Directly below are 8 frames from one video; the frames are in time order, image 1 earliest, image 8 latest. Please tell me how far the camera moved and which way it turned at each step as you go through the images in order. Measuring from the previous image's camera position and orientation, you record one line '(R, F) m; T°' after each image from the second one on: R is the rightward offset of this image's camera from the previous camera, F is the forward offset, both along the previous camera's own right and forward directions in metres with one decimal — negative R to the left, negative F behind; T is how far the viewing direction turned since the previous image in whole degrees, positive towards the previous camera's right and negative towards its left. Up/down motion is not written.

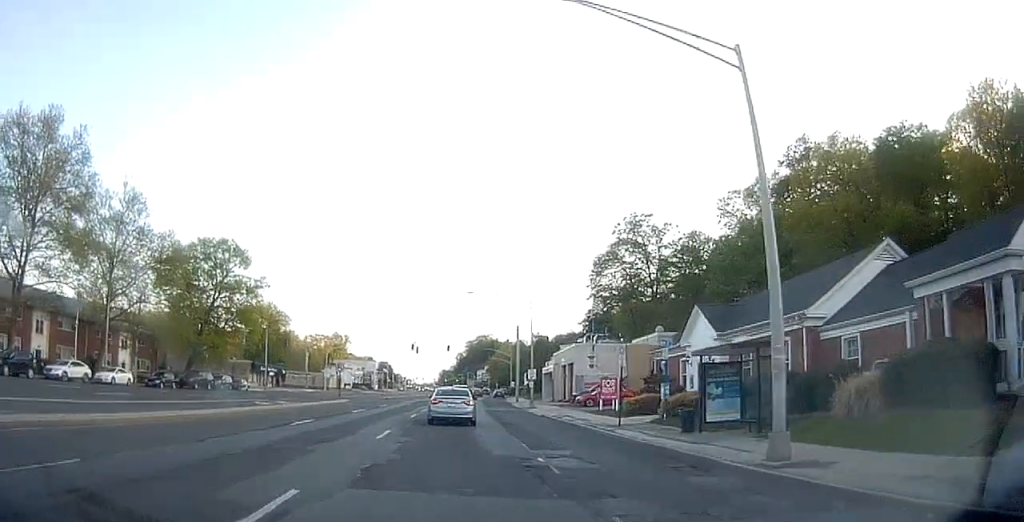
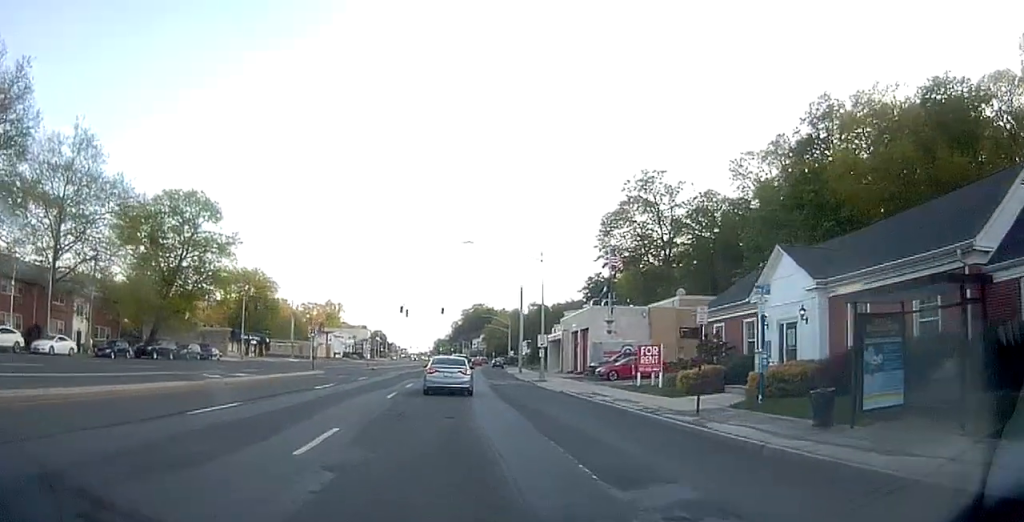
(+0.1, +8.1) m; 0°
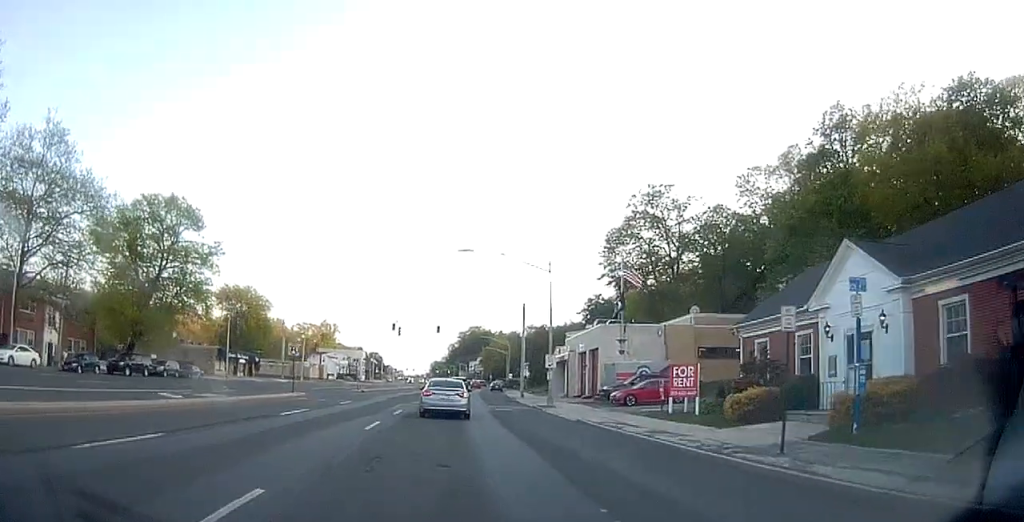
(0.0, +4.5) m; 0°
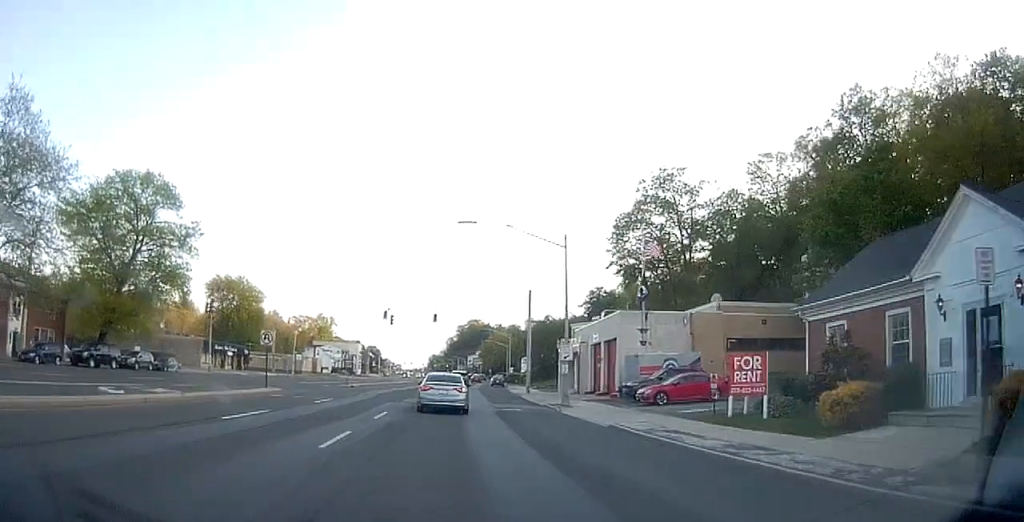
(0.0, +5.4) m; 0°
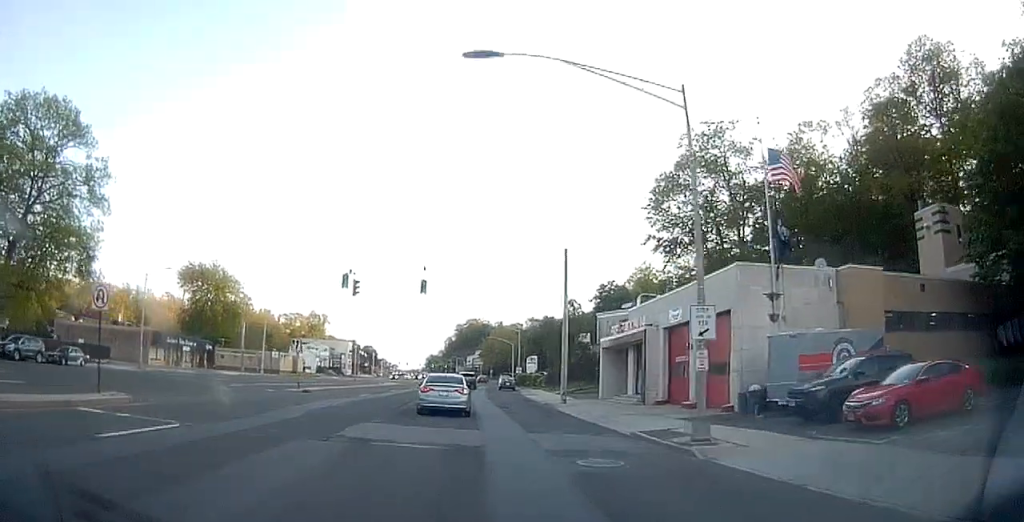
(0.0, +16.8) m; 0°
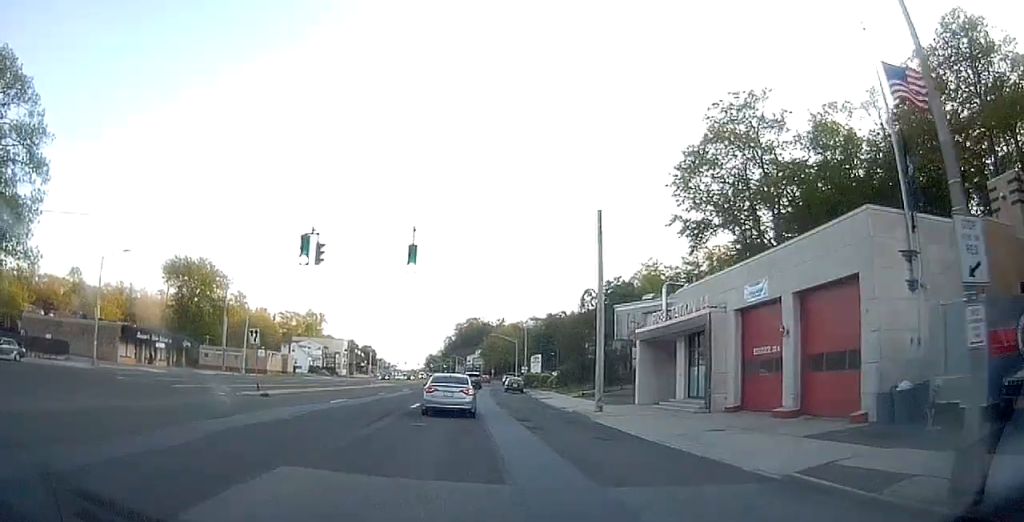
(0.0, +8.1) m; 0°
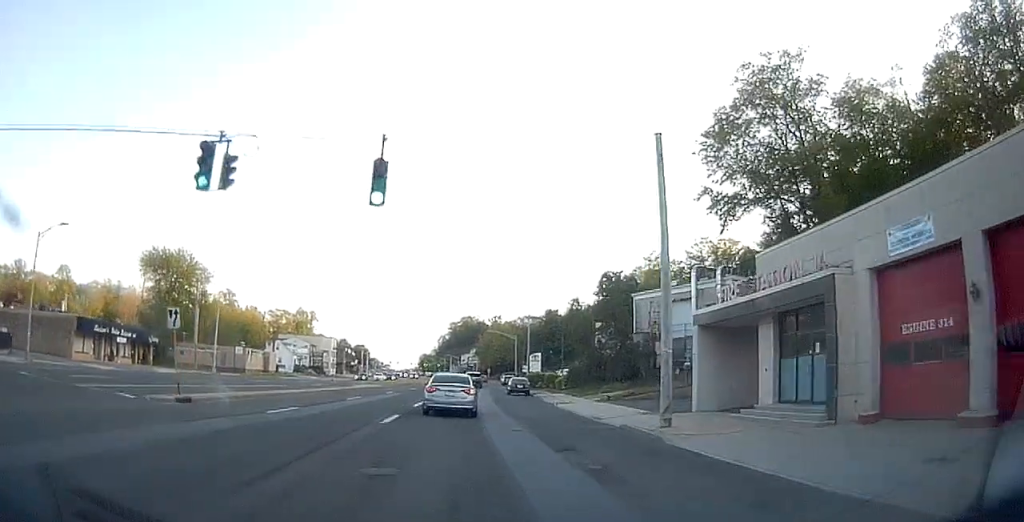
(0.0, +8.7) m; +1°
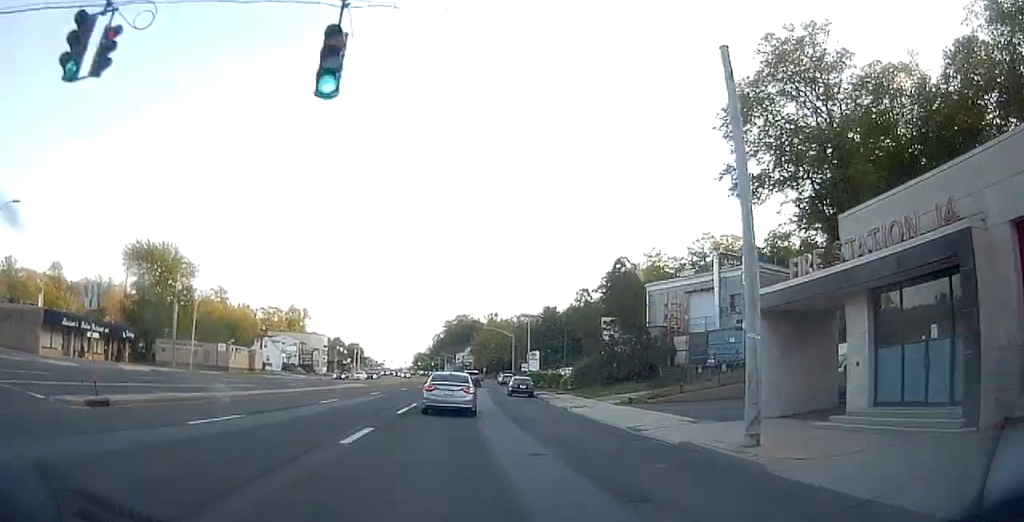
(0.0, +5.4) m; +1°
